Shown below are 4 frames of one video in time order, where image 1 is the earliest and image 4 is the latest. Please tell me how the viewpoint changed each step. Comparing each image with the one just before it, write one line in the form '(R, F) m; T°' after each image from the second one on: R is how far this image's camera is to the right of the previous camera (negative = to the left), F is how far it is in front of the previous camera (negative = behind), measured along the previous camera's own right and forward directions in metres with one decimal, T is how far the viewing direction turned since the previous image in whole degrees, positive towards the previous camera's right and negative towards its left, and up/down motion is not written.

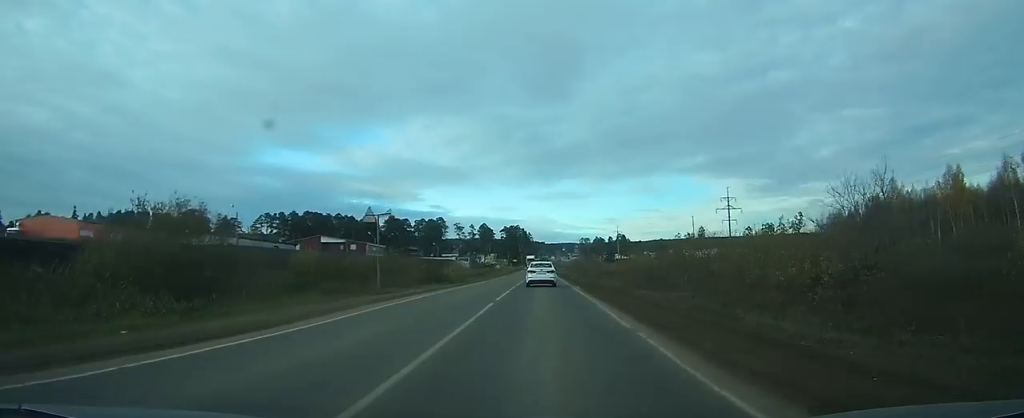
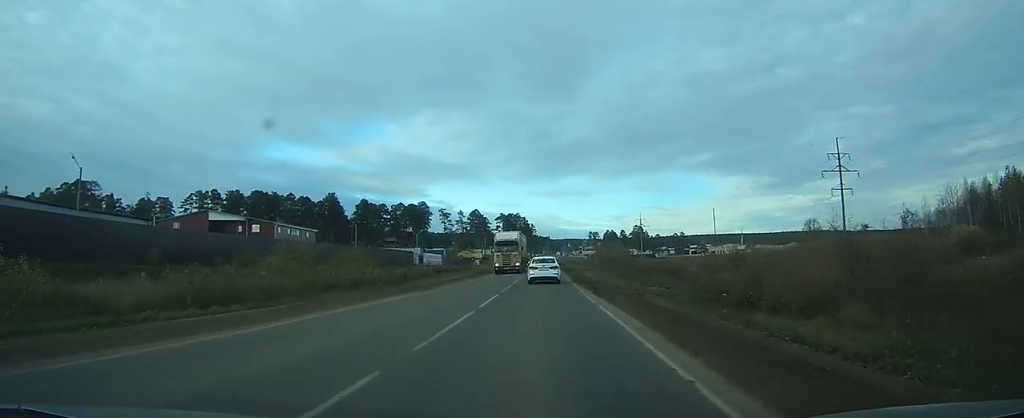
(-0.3, +60.4) m; 0°
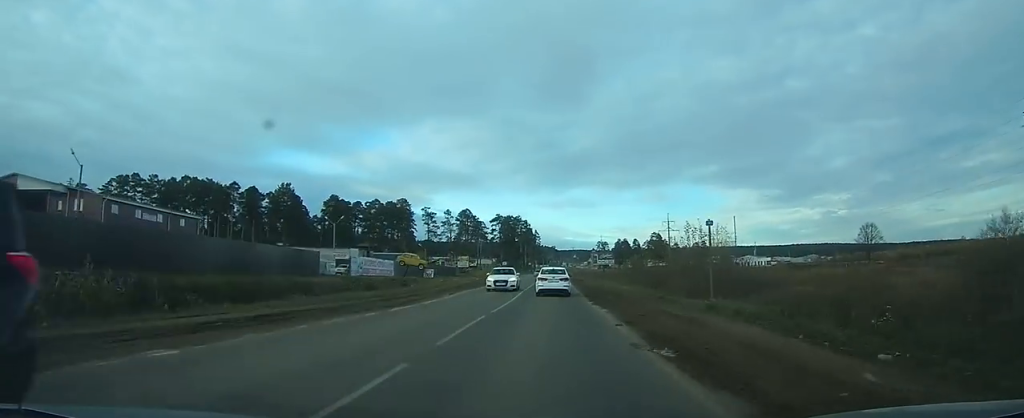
(-0.1, +47.5) m; 0°
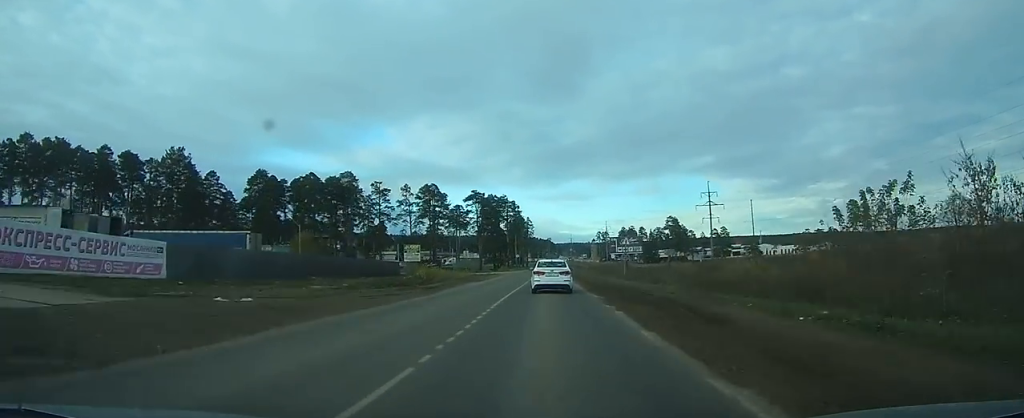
(-0.1, +57.2) m; 0°
